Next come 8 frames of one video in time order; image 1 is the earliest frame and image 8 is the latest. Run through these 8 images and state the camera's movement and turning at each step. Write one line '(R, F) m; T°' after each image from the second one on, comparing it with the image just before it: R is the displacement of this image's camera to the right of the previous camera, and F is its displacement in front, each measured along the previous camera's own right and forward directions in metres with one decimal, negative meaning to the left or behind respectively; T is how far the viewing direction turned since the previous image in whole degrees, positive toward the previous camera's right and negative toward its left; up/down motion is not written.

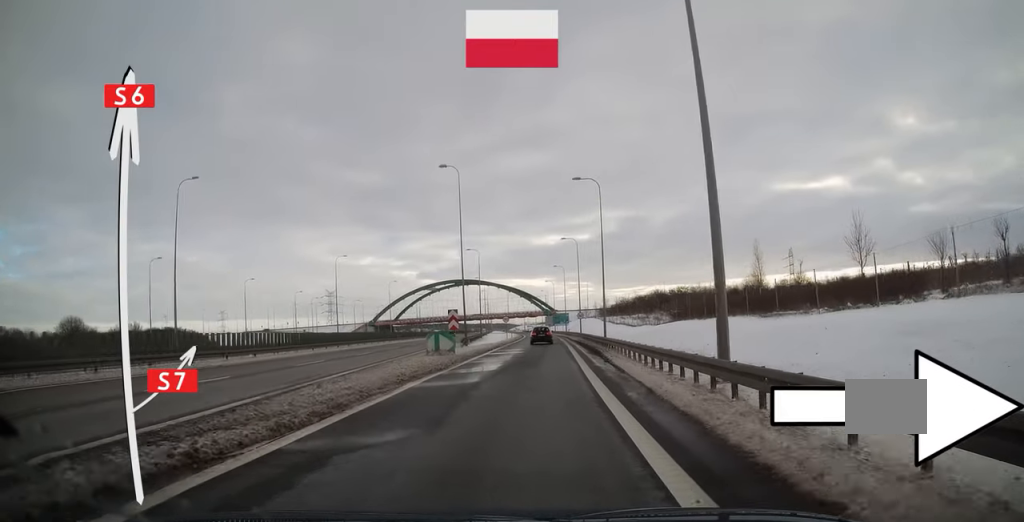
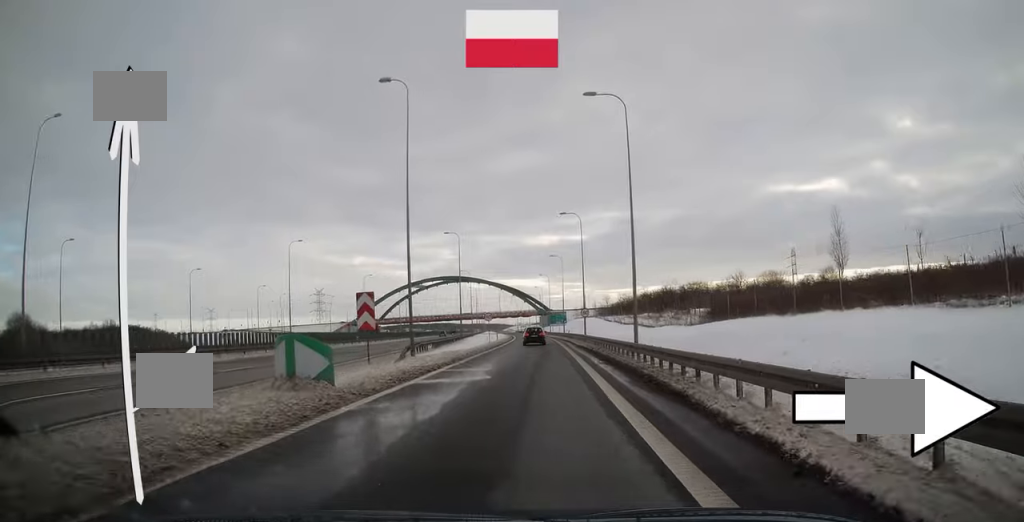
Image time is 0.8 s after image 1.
(+0.2, +17.0) m; +1°
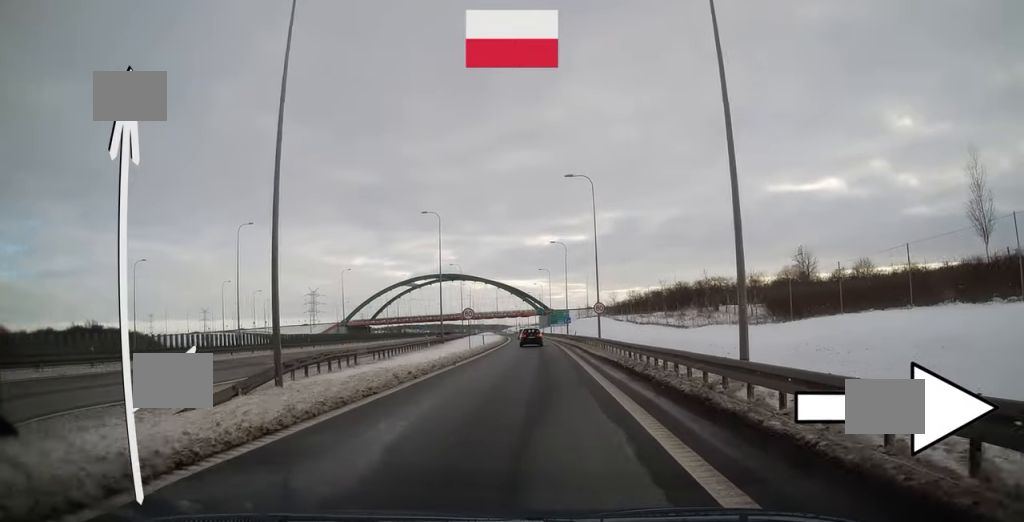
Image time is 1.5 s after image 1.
(+0.1, +14.9) m; 0°
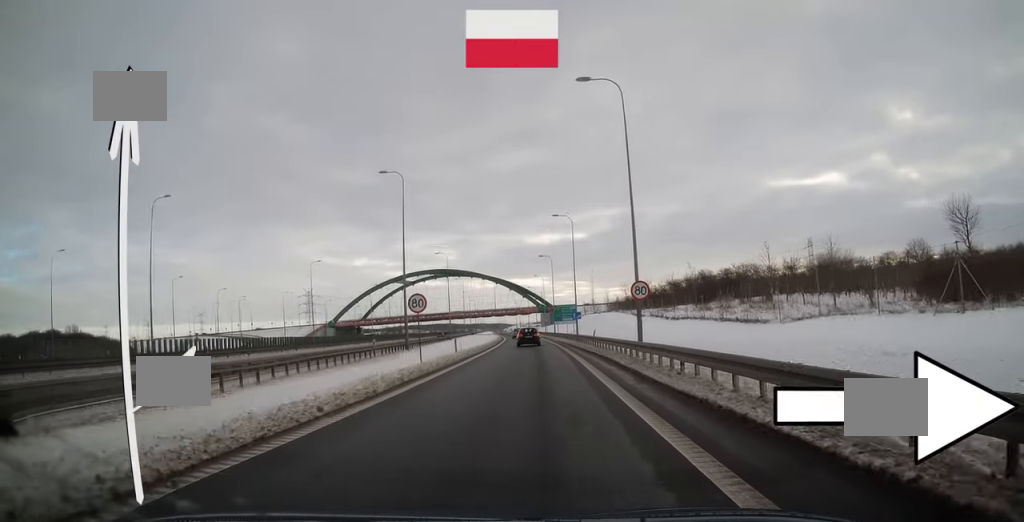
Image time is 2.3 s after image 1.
(0.0, +17.6) m; 0°
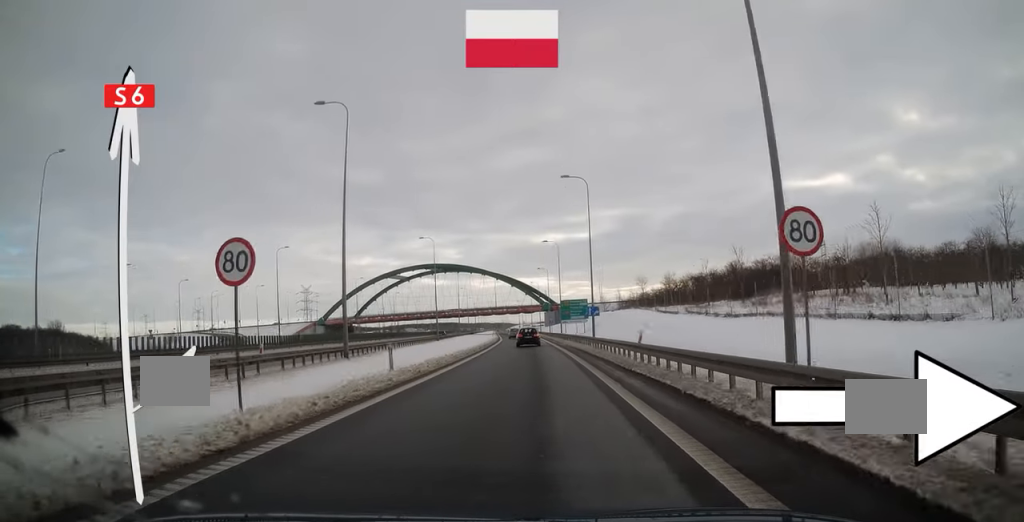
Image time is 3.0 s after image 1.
(-0.1, +15.7) m; 0°
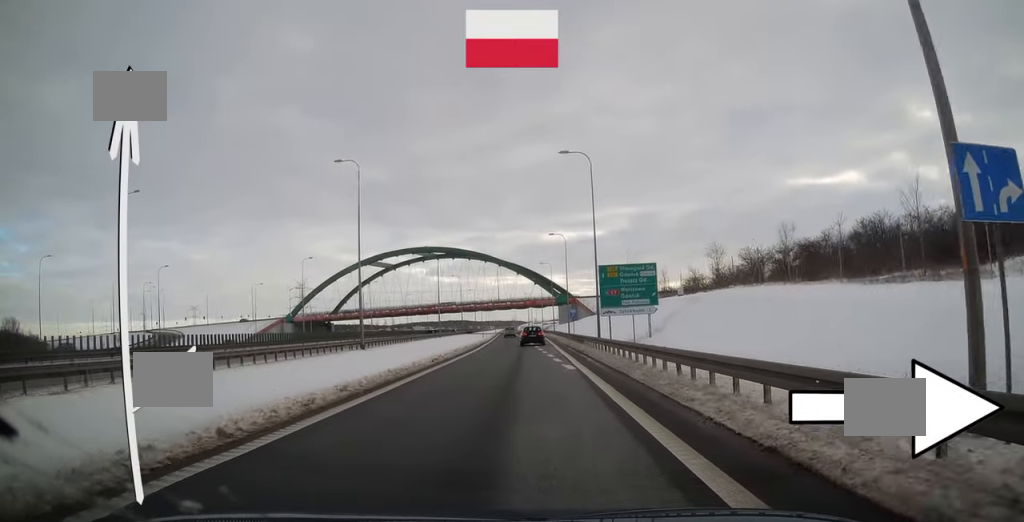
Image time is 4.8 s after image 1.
(-0.3, +39.4) m; -1°
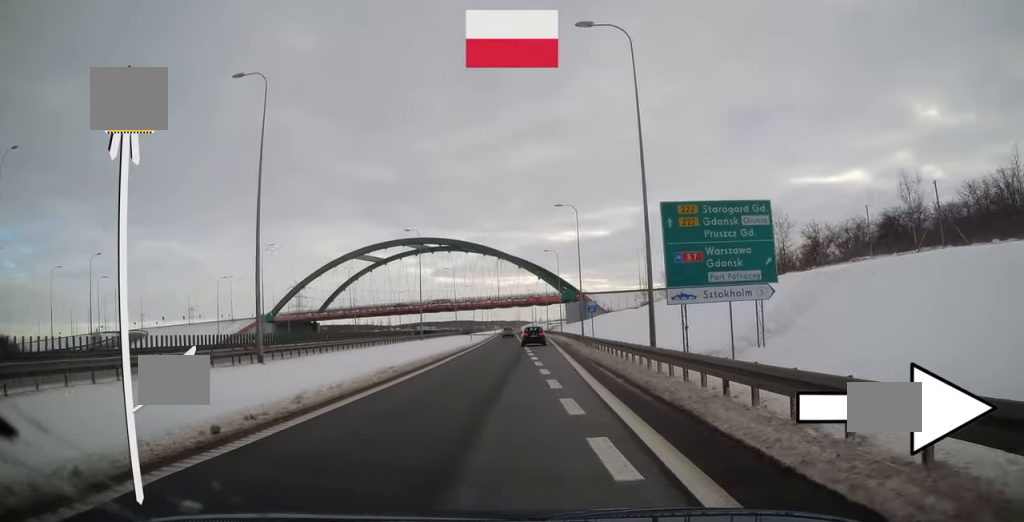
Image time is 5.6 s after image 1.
(-0.1, +17.3) m; -1°
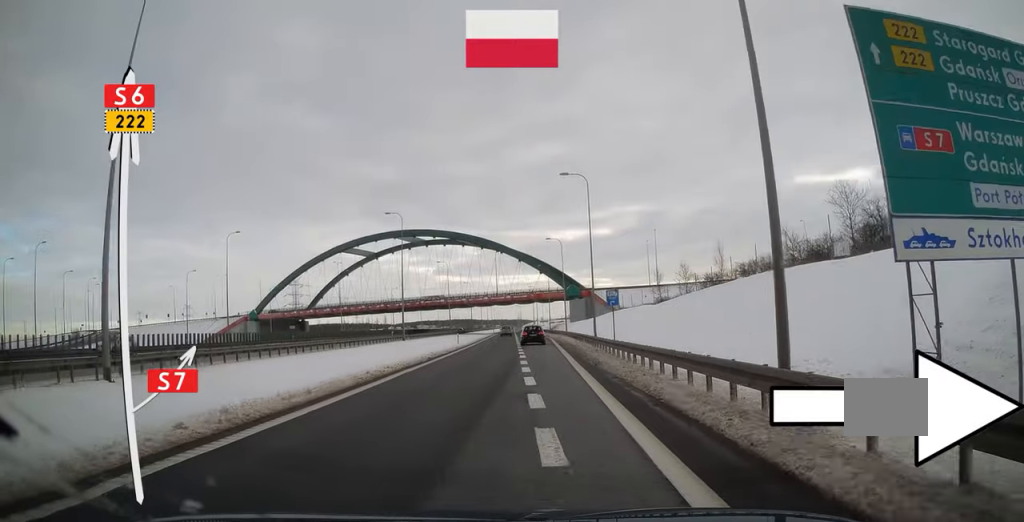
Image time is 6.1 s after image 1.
(-0.1, +11.2) m; 0°
